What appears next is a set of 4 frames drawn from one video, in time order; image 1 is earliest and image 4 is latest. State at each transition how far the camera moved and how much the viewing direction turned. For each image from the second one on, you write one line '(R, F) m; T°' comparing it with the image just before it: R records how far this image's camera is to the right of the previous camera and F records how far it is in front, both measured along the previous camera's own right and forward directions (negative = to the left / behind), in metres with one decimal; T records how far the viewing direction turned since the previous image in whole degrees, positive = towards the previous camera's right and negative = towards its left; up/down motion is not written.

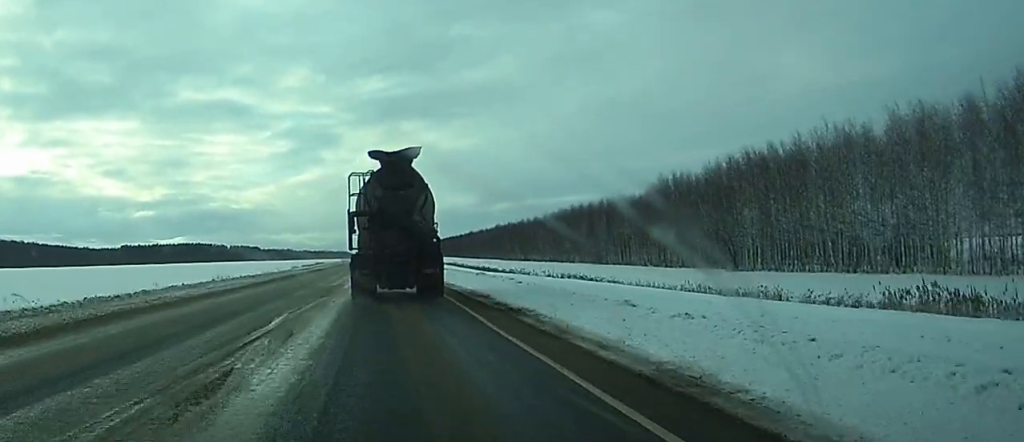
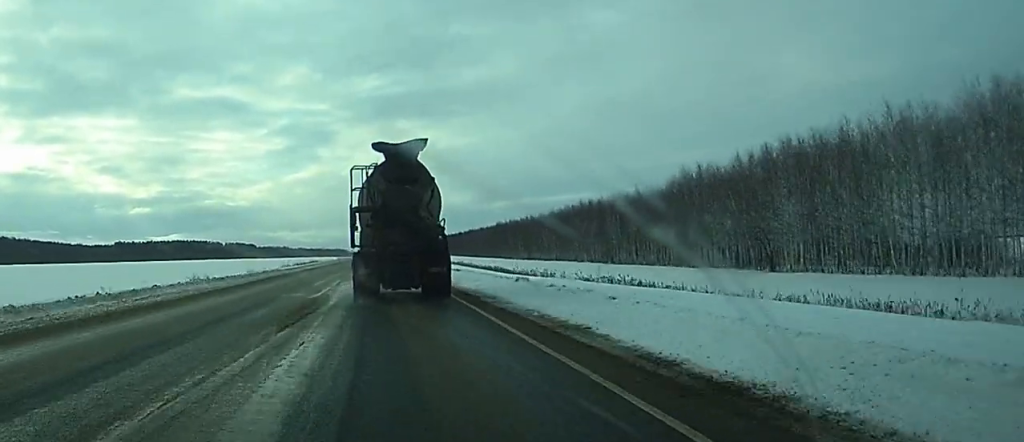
(0.0, +11.0) m; 0°
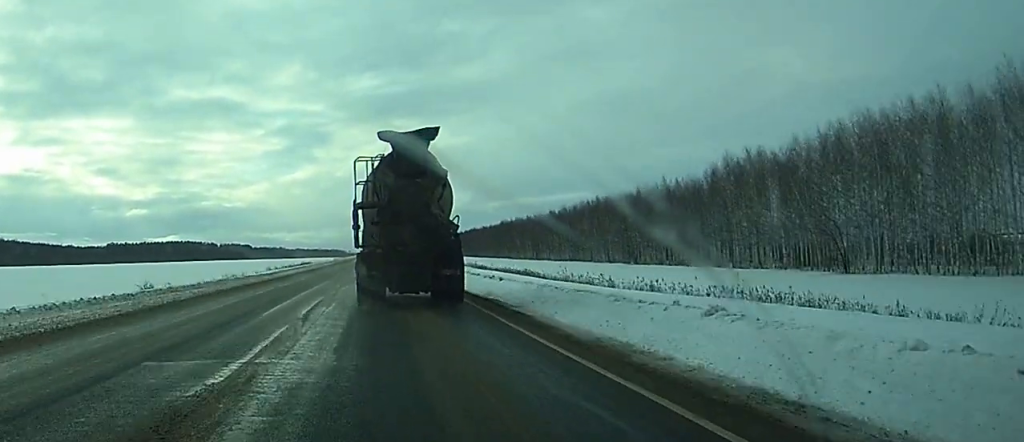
(0.0, +16.6) m; 0°
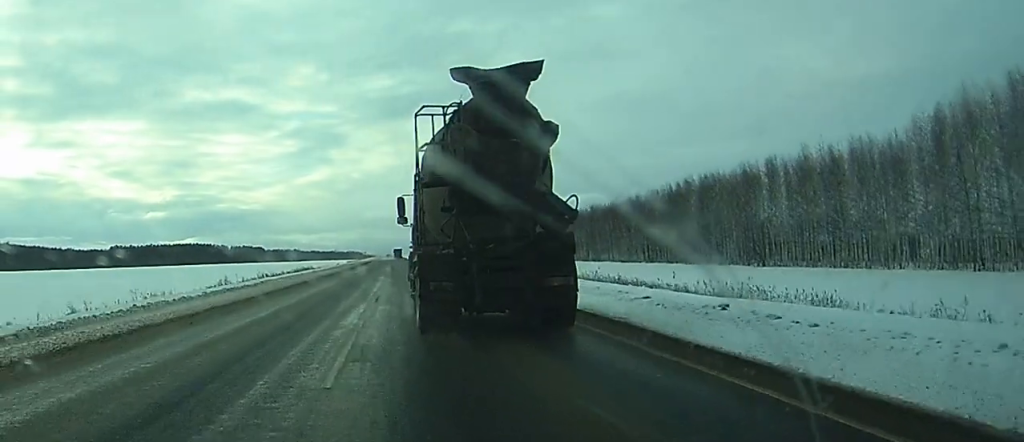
(-0.1, +45.7) m; -1°
